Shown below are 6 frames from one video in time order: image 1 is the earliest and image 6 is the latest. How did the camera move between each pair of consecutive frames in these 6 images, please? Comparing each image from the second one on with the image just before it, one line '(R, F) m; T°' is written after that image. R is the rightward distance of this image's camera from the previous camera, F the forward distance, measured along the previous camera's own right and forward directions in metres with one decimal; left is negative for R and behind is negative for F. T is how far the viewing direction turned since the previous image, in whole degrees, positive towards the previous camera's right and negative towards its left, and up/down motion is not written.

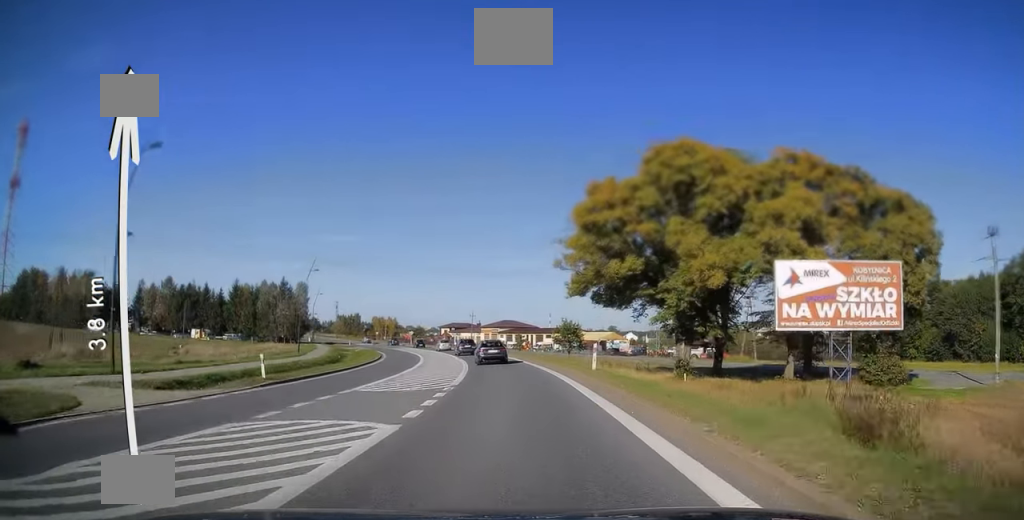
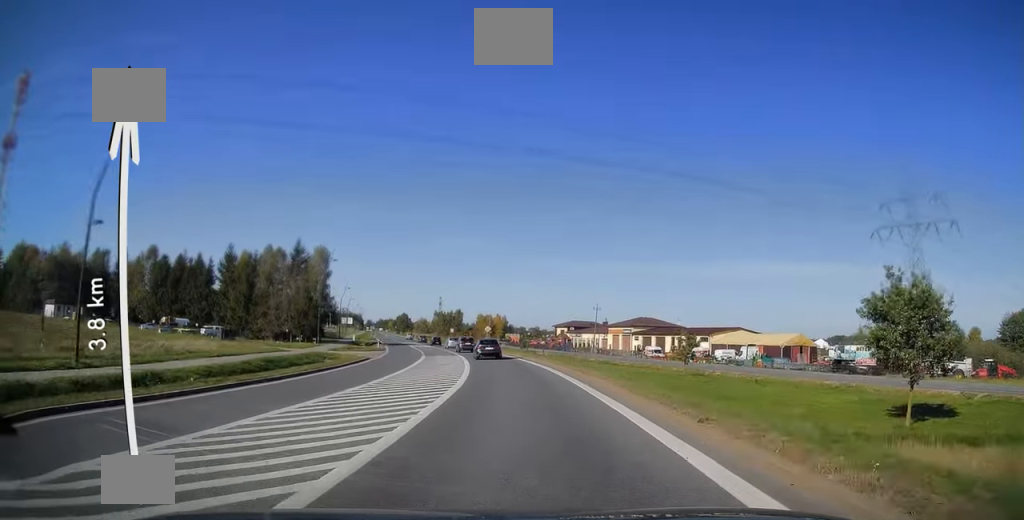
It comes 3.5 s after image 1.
(-4.6, +52.5) m; -11°
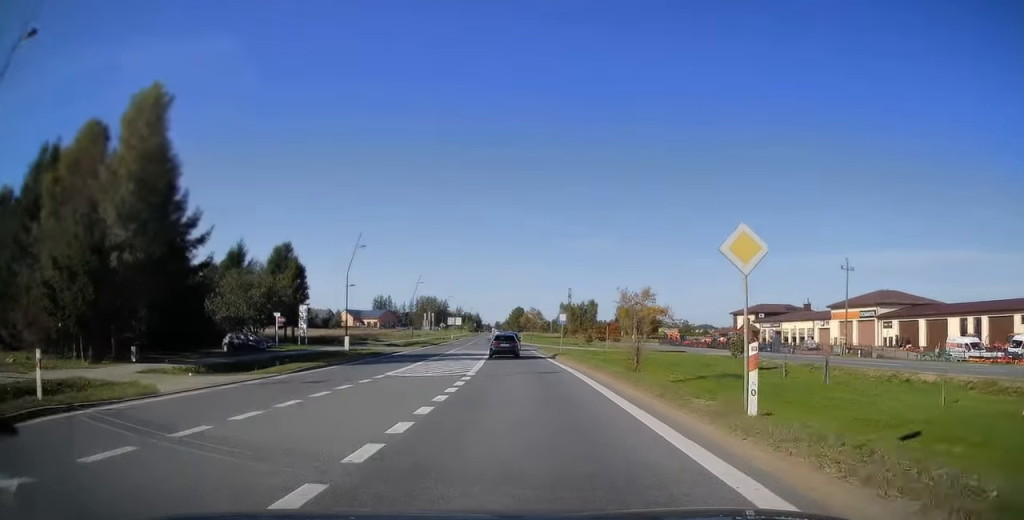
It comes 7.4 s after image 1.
(-7.0, +61.2) m; -12°
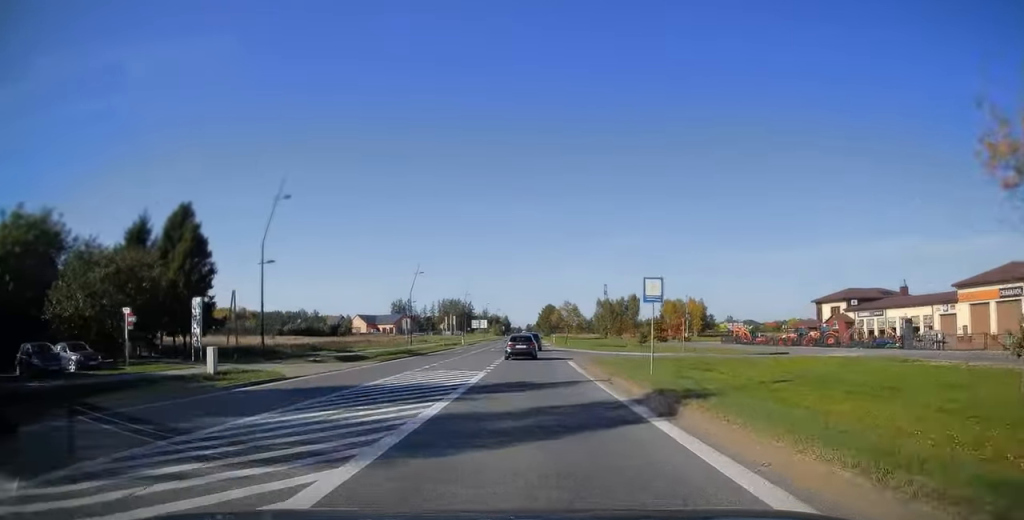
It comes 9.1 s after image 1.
(-1.2, +26.2) m; -4°
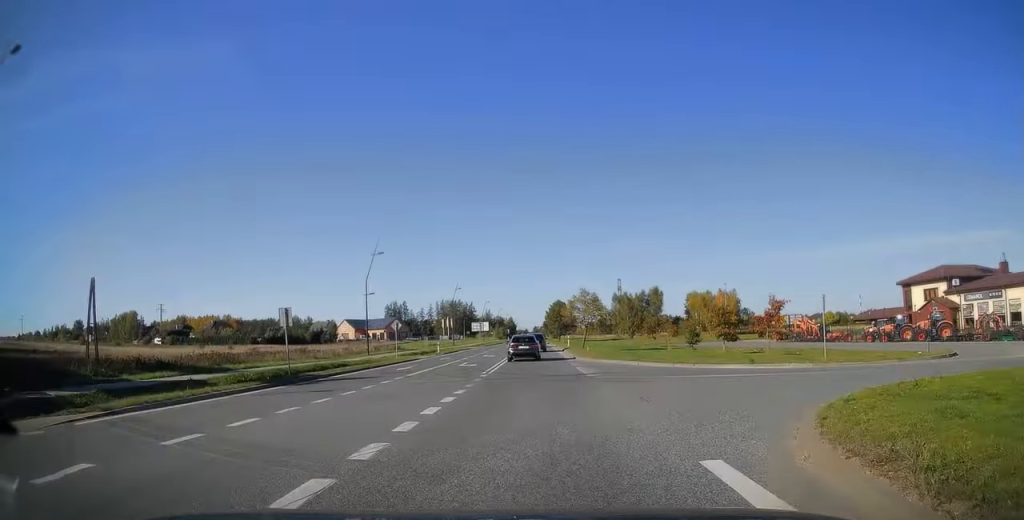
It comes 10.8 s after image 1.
(-0.6, +25.2) m; -2°
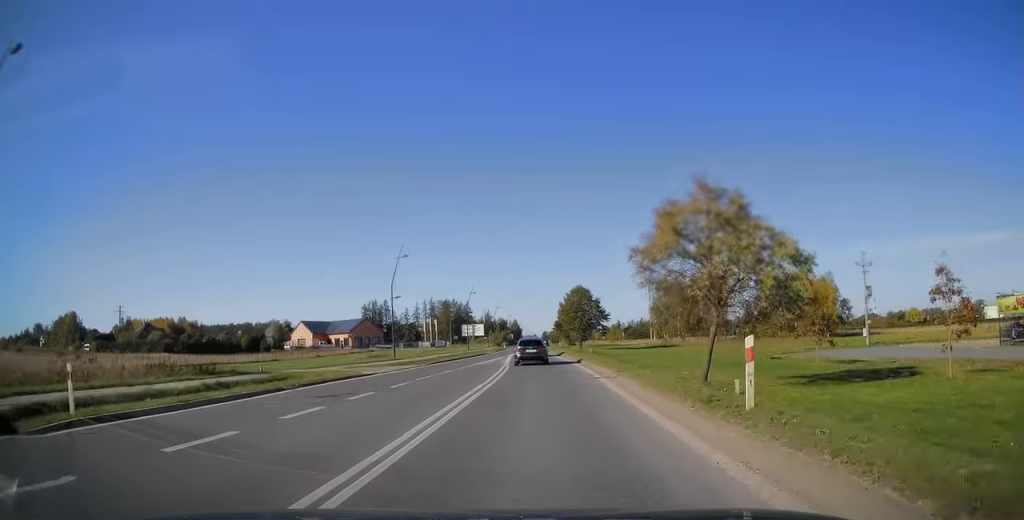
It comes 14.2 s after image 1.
(-0.6, +50.3) m; -1°
